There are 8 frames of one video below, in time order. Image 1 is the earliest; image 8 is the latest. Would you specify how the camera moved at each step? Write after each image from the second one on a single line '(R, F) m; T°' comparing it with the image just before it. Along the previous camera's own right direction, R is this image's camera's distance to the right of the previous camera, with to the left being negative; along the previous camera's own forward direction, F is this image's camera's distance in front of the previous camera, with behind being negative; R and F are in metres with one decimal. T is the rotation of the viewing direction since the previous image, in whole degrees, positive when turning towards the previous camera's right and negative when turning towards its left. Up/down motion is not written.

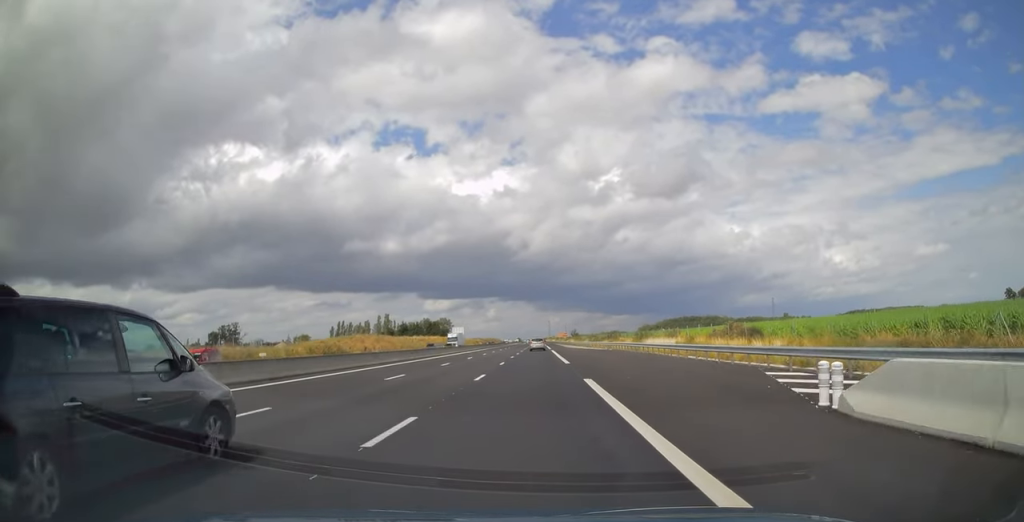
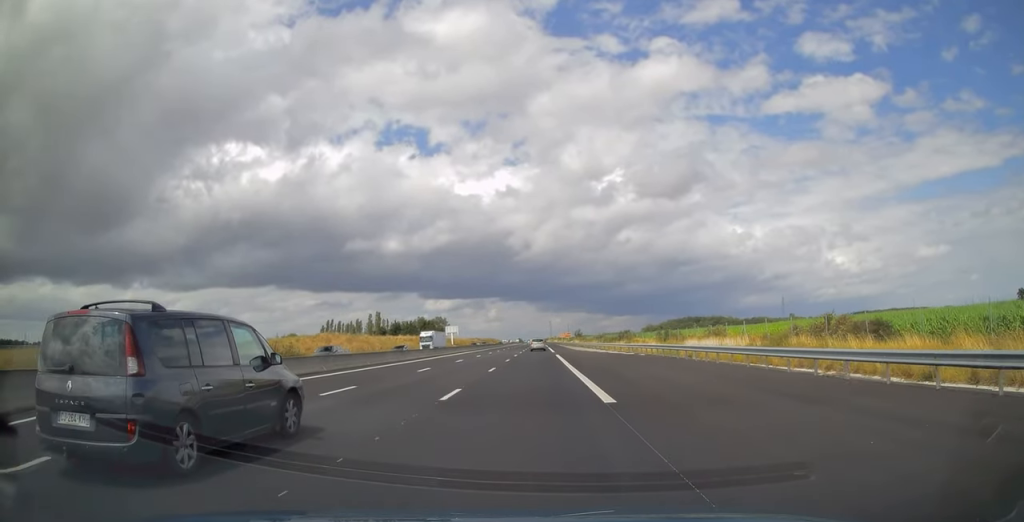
(0.0, +19.8) m; 0°
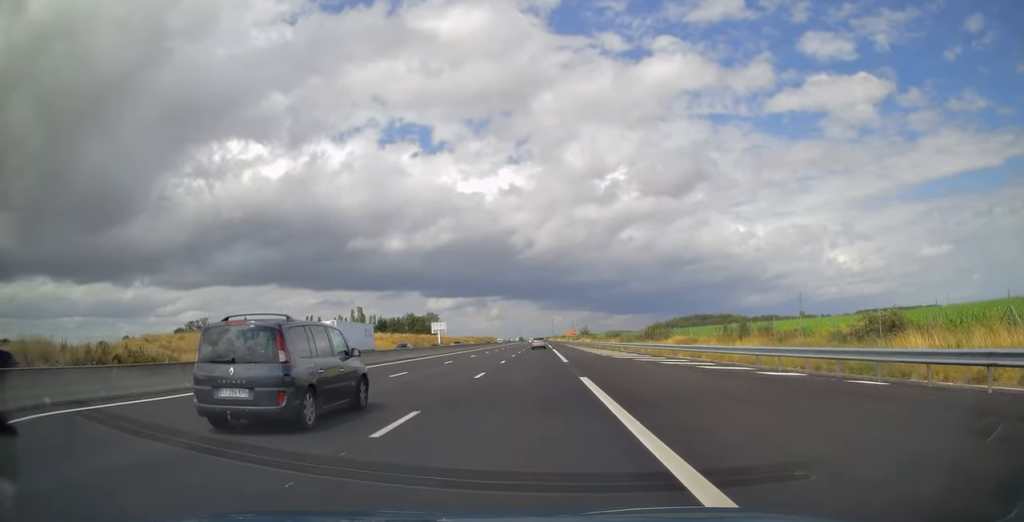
(-0.1, +31.7) m; 0°
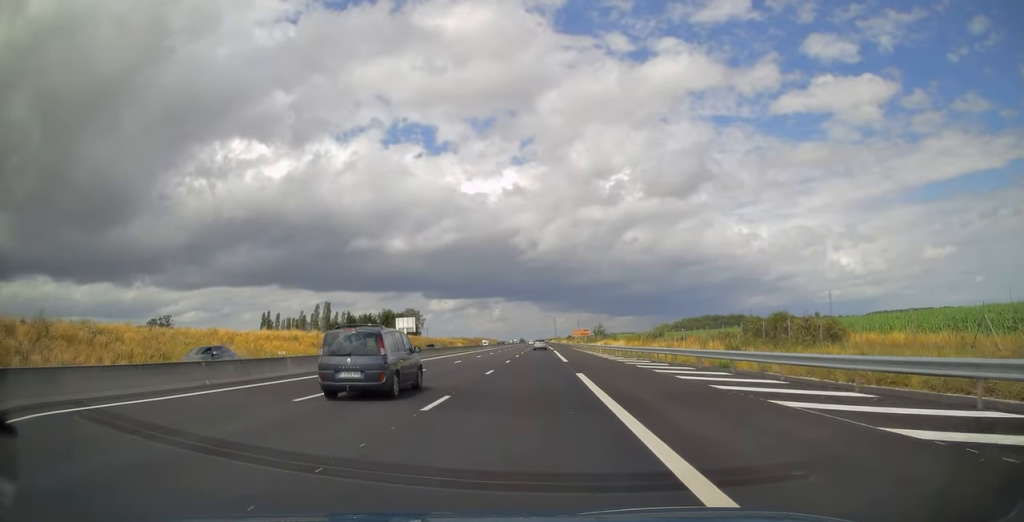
(-0.3, +49.2) m; 0°
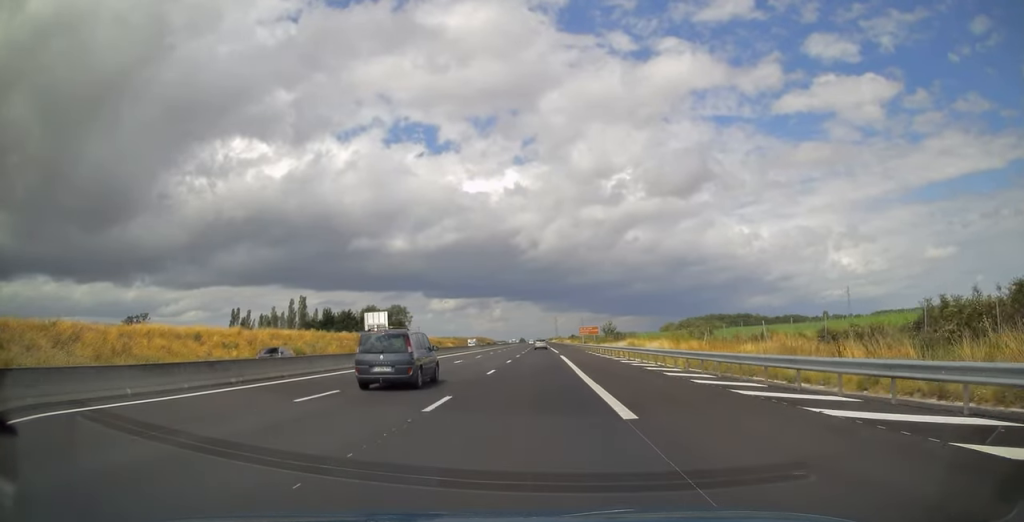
(0.0, +26.5) m; 0°
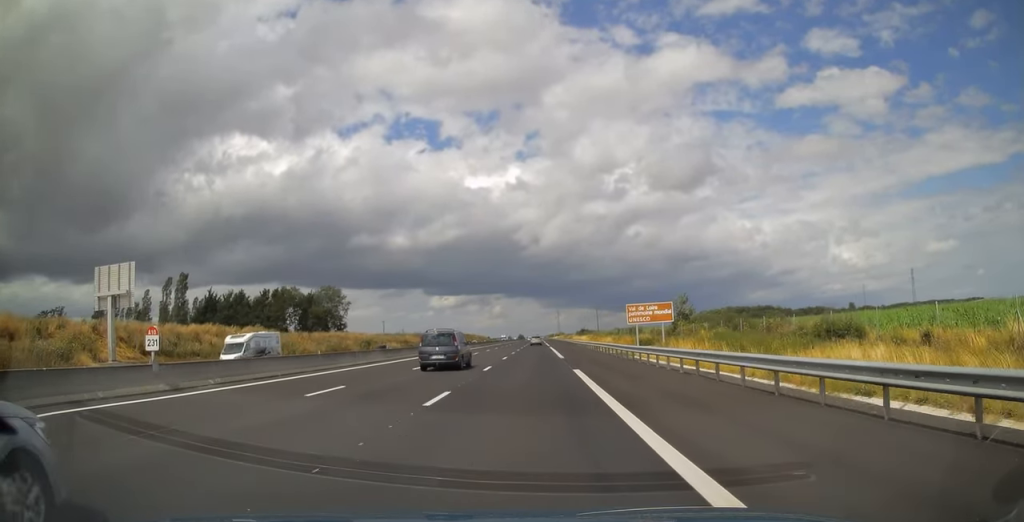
(+0.2, +78.2) m; 0°
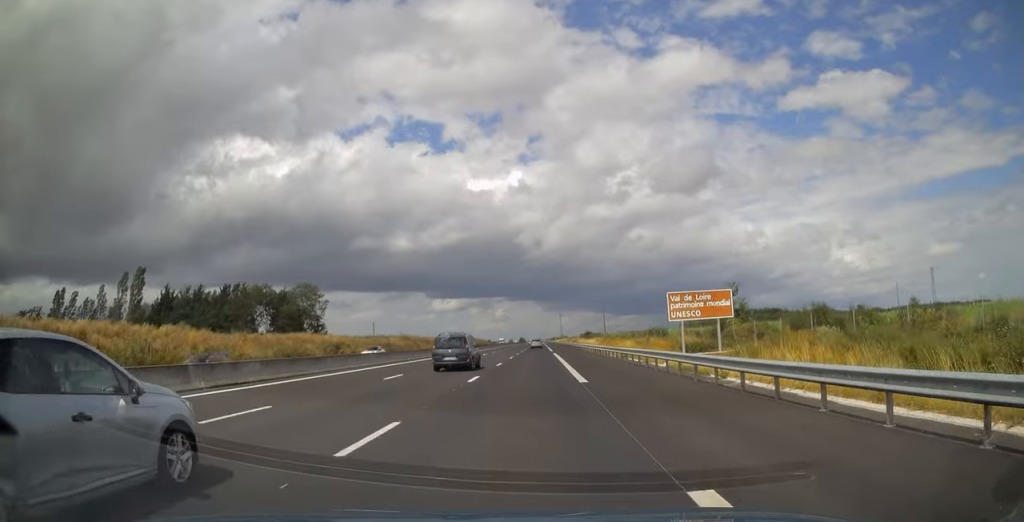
(0.0, +18.2) m; 0°
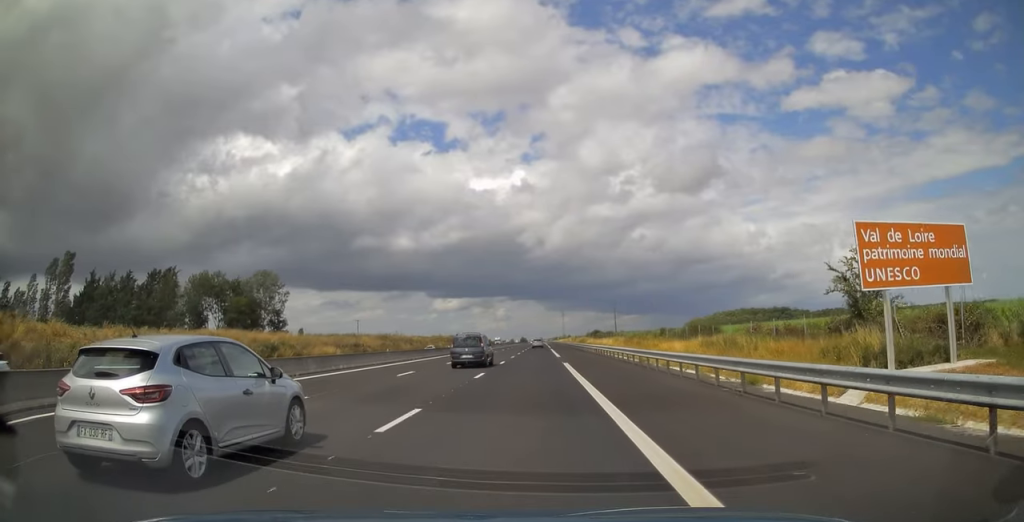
(0.0, +24.1) m; 0°
